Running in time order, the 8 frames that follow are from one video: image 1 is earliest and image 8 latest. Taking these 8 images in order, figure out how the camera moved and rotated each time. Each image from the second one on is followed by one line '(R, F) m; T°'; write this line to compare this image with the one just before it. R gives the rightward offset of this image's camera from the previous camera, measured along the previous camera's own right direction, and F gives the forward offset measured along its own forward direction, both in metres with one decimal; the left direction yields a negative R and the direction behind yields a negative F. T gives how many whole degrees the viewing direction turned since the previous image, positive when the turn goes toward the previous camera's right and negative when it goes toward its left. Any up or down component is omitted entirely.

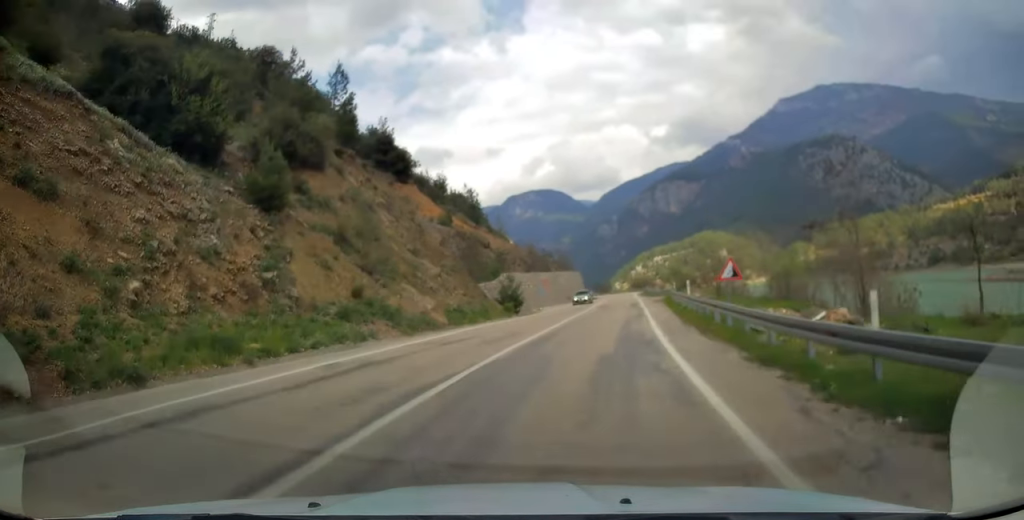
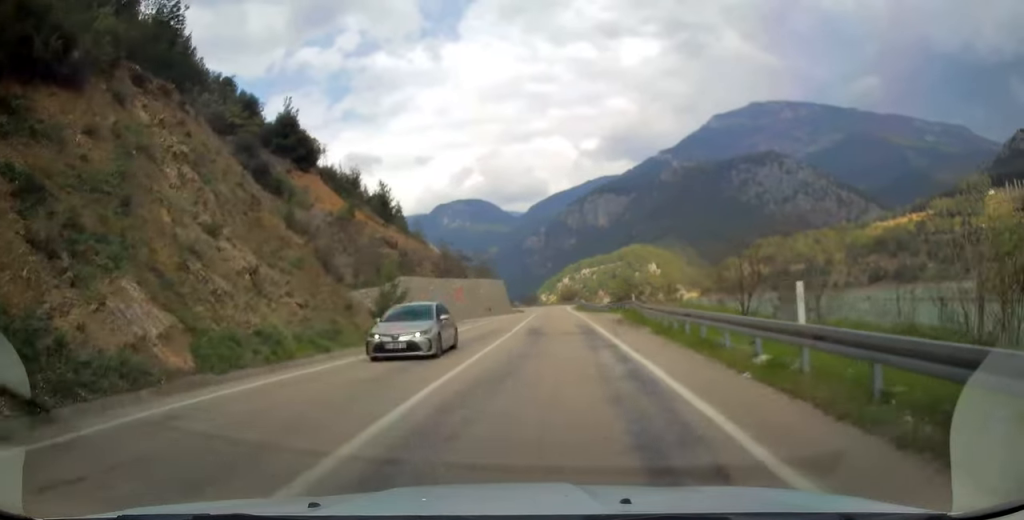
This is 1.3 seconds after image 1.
(+2.2, +17.6) m; +10°
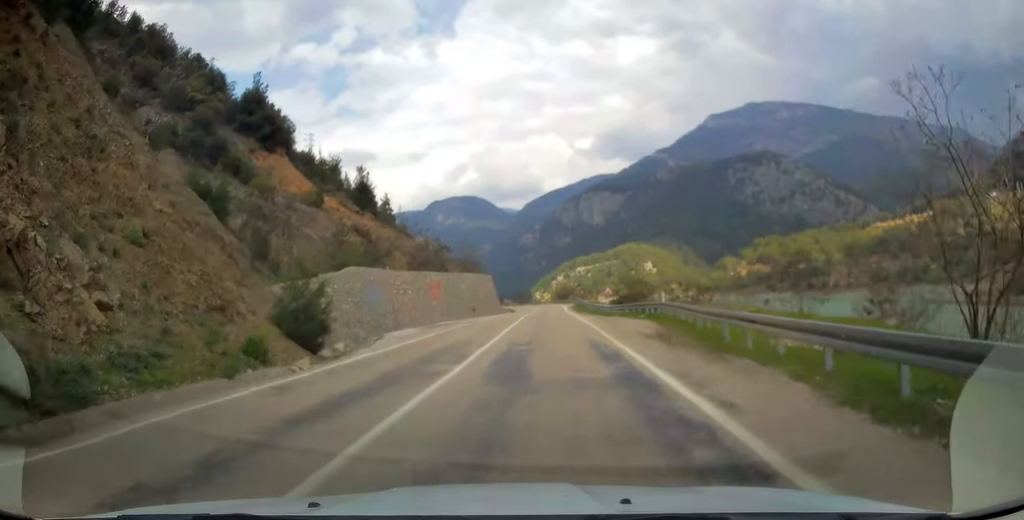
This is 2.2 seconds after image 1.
(+0.4, +12.6) m; +2°
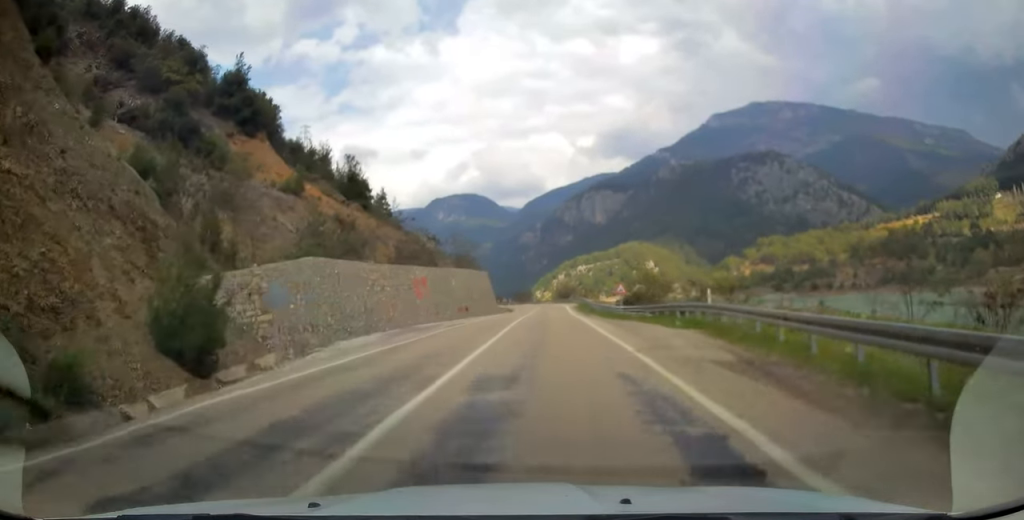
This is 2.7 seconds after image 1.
(0.0, +8.1) m; 0°
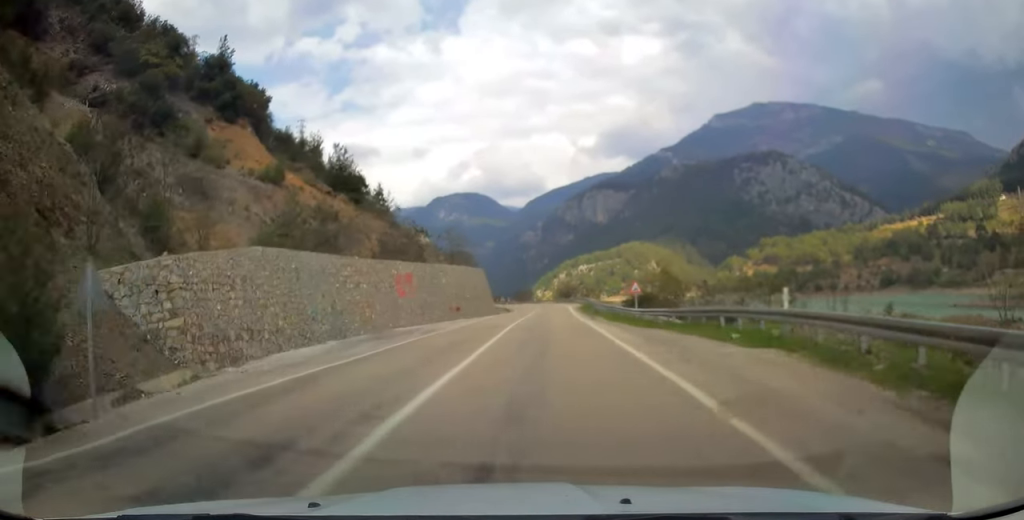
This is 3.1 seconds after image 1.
(0.0, +6.8) m; 0°
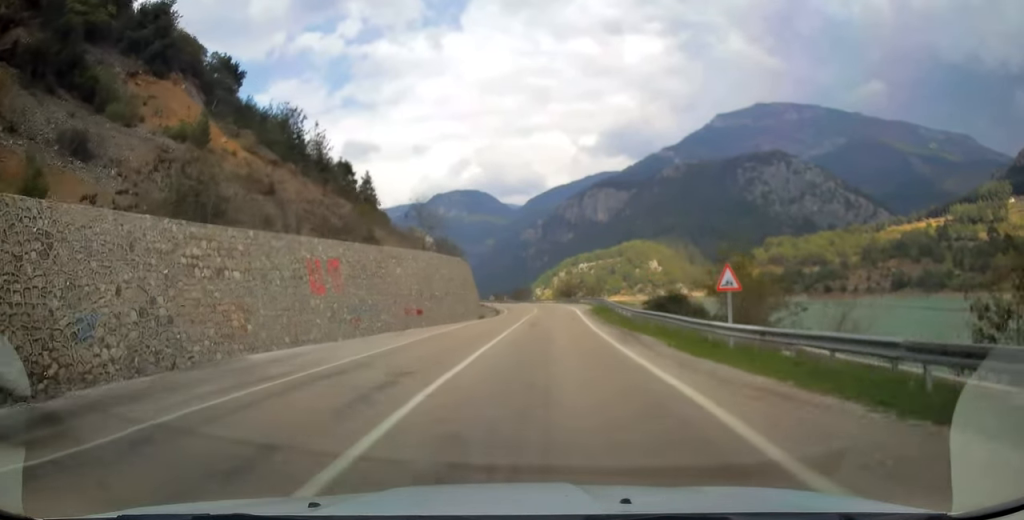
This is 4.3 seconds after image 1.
(0.0, +18.5) m; 0°
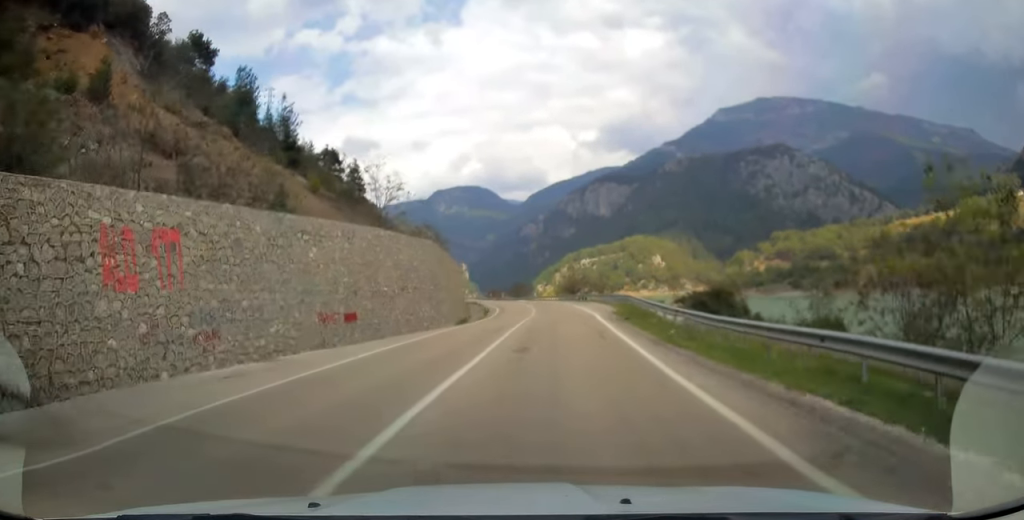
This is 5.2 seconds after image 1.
(0.0, +16.0) m; 0°
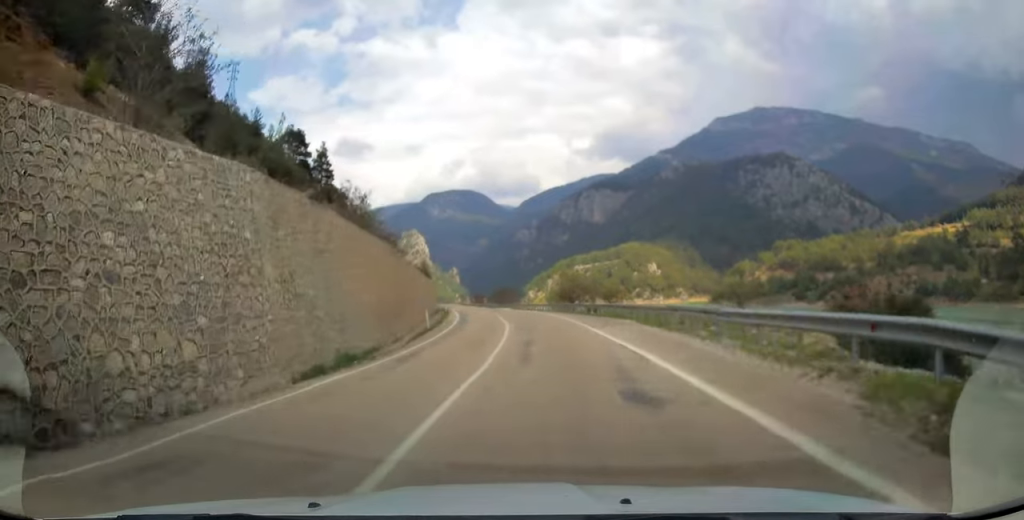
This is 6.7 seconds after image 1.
(-0.3, +27.2) m; -1°
